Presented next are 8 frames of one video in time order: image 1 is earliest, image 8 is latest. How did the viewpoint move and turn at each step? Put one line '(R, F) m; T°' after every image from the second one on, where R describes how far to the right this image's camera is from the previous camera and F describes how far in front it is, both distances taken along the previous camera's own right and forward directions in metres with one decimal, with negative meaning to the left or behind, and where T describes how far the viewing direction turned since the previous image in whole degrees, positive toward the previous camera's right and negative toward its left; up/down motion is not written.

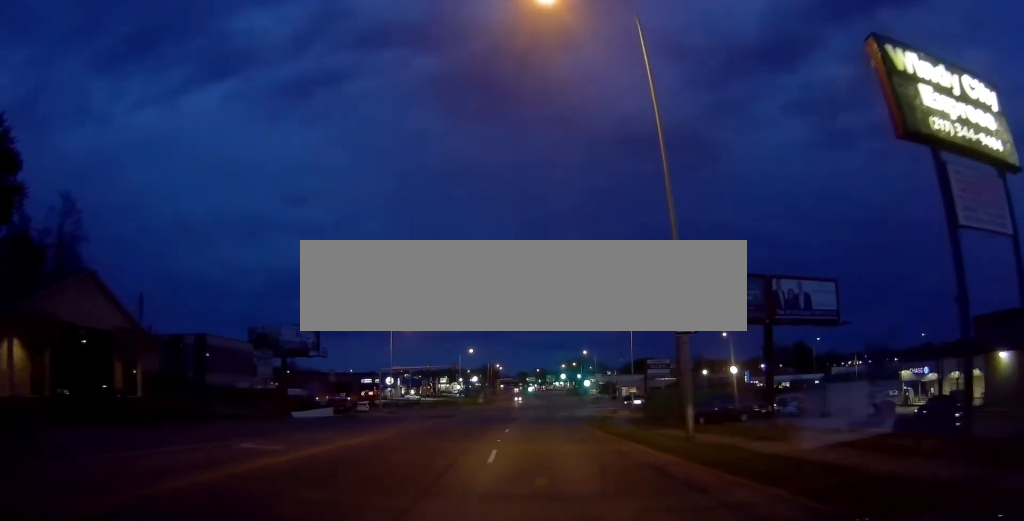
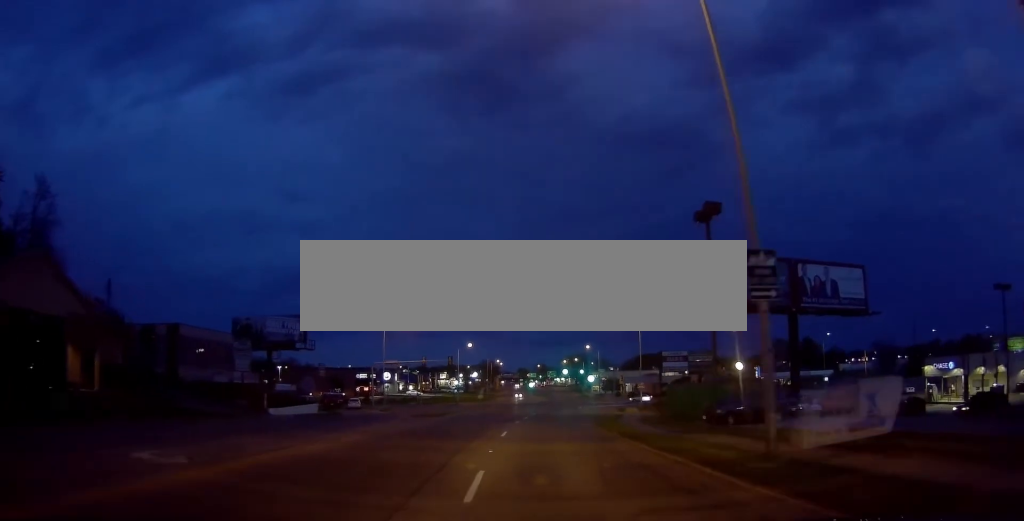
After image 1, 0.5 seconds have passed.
(0.0, +4.0) m; +4°
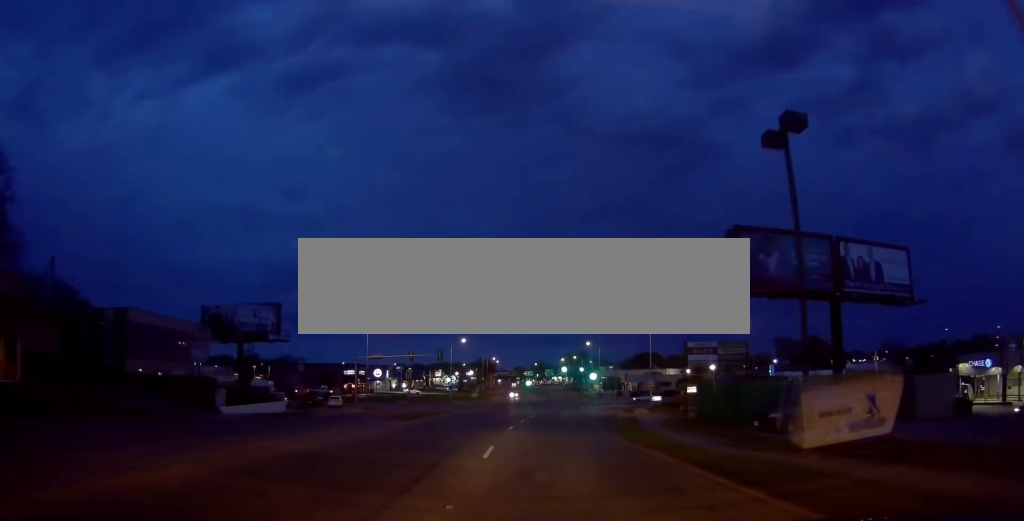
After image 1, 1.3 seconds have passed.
(+0.6, +6.2) m; +5°
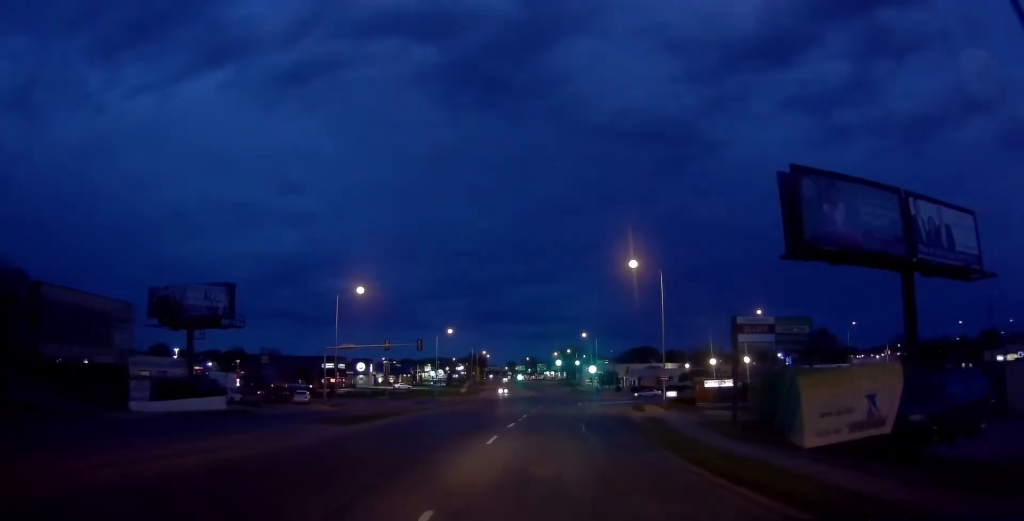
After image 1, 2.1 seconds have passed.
(+0.1, +8.4) m; +1°
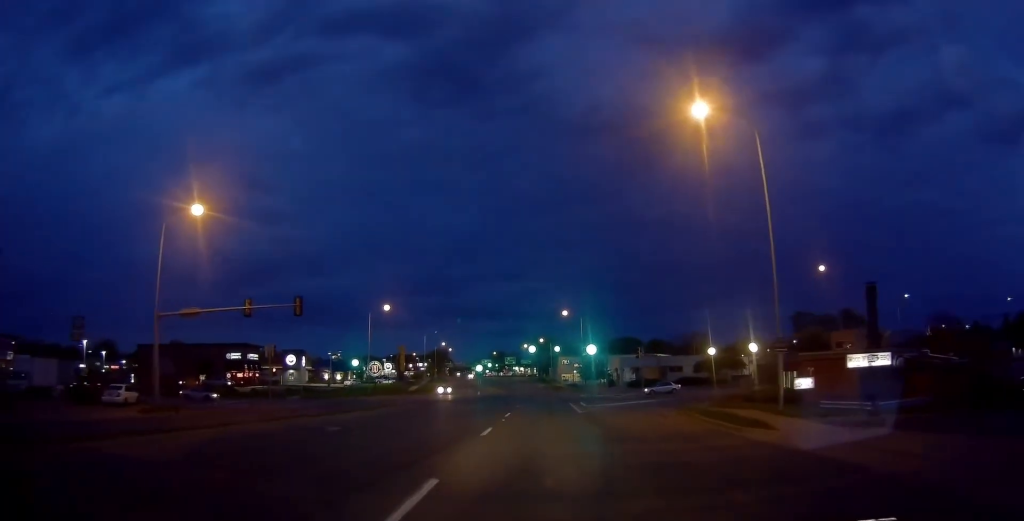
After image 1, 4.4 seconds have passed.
(0.0, +28.8) m; 0°
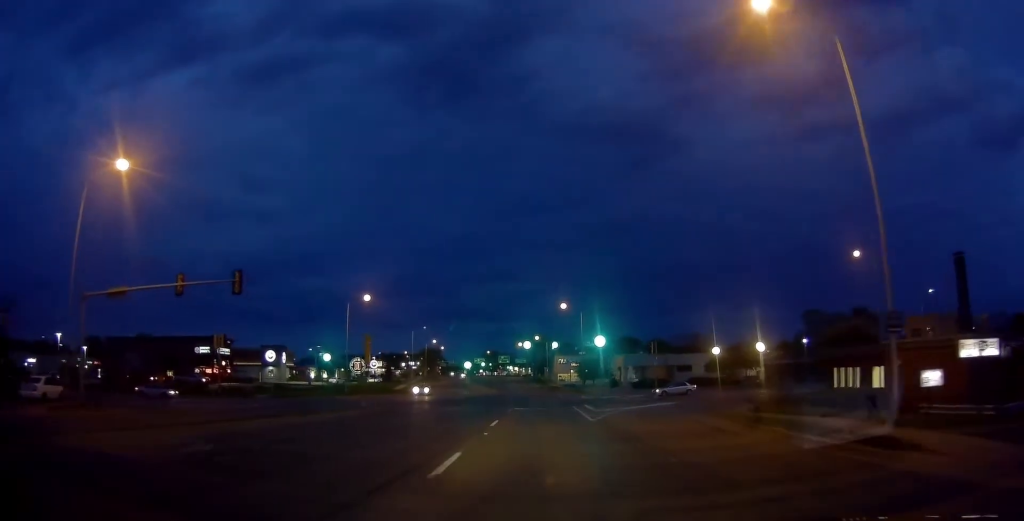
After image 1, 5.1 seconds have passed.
(0.0, +8.7) m; +1°
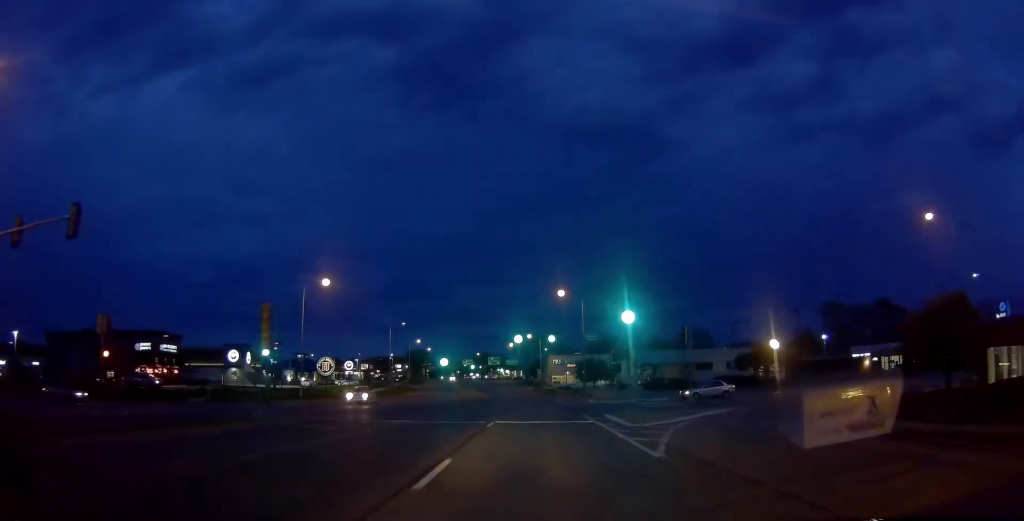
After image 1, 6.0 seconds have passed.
(+0.3, +13.2) m; +2°
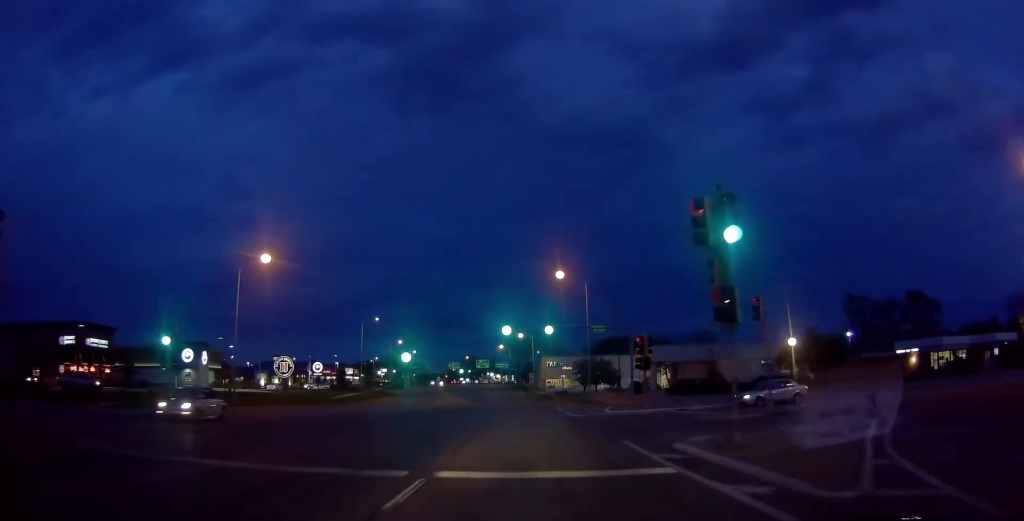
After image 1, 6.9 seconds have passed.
(+0.2, +13.7) m; +1°
